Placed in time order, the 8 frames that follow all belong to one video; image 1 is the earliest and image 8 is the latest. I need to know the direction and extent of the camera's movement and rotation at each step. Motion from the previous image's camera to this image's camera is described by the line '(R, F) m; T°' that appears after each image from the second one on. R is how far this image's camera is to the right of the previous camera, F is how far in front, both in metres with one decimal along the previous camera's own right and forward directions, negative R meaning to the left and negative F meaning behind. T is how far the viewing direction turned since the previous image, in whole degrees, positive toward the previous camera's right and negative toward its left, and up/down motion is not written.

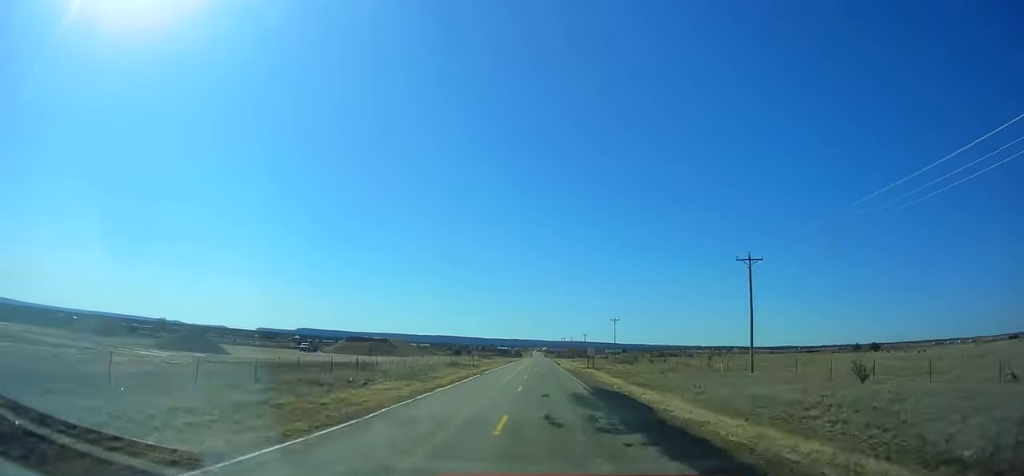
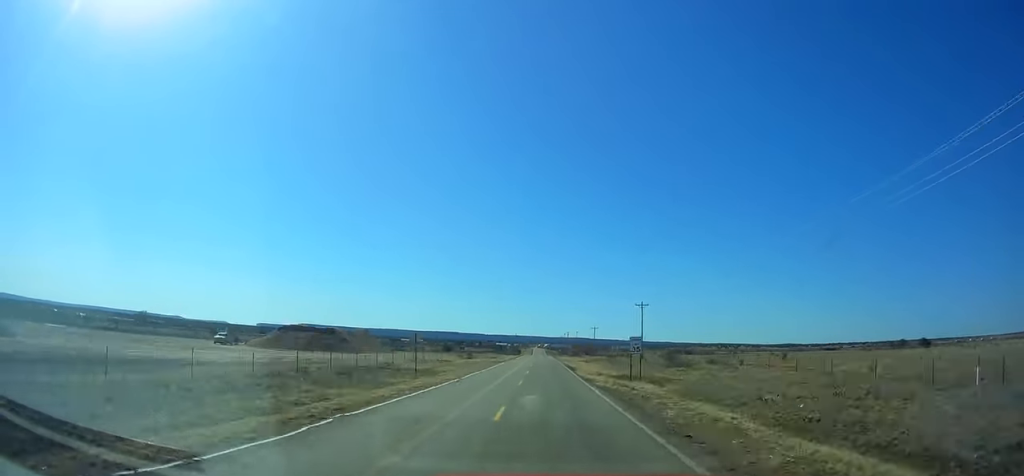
(0.0, +31.9) m; 0°
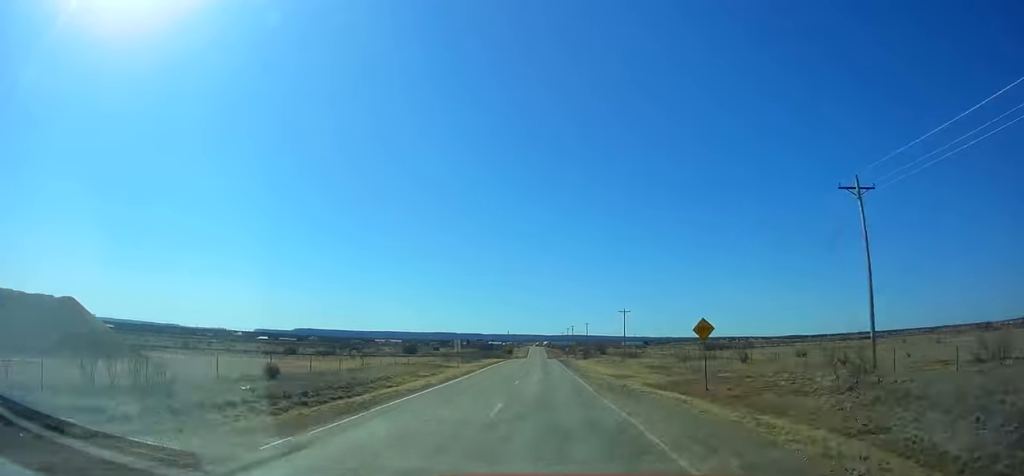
(0.0, +67.6) m; 0°
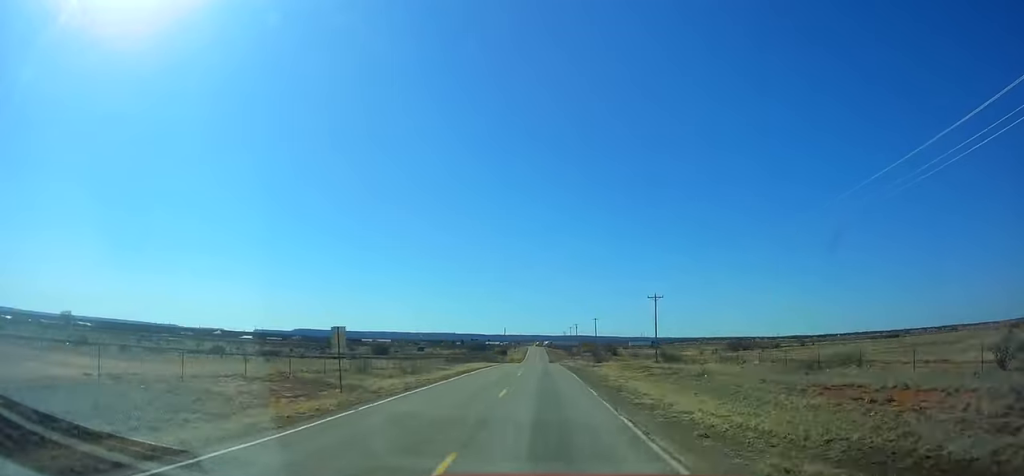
(-0.1, +31.0) m; 0°
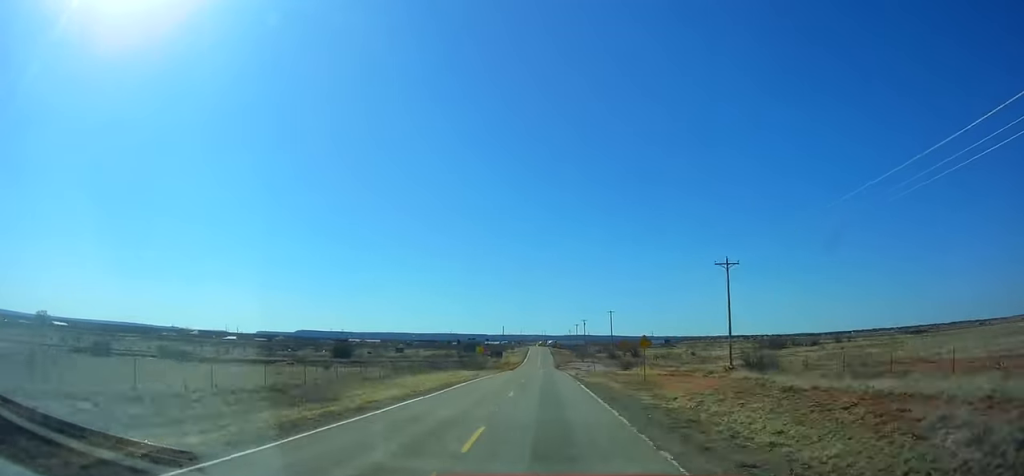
(+0.2, +32.3) m; 0°
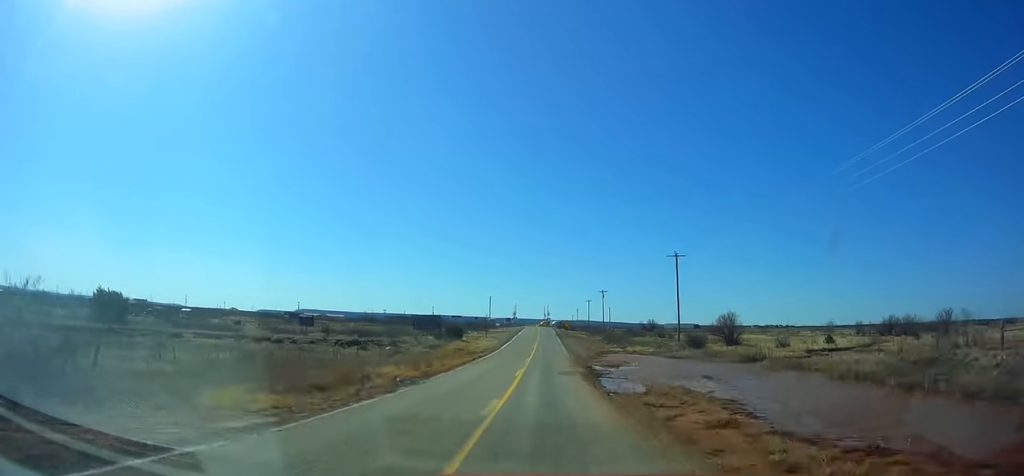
(+0.3, +71.1) m; 0°
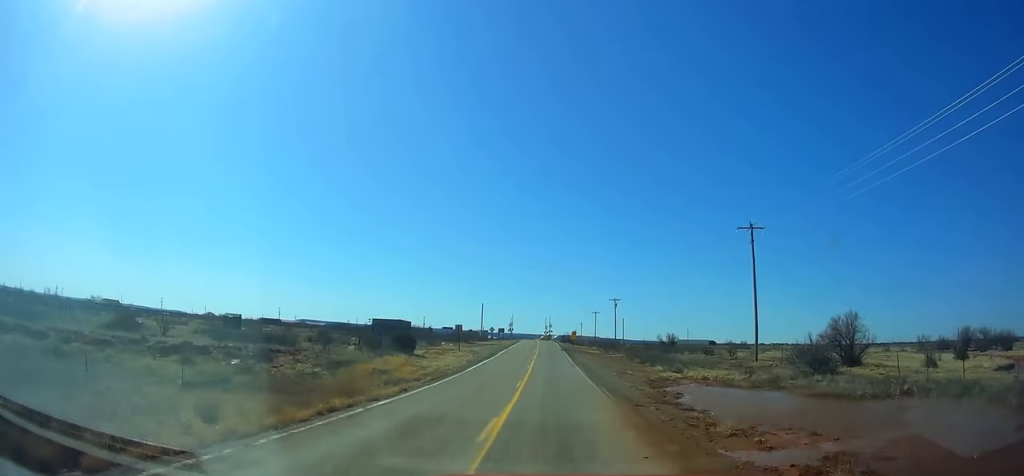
(-0.2, +28.8) m; 0°
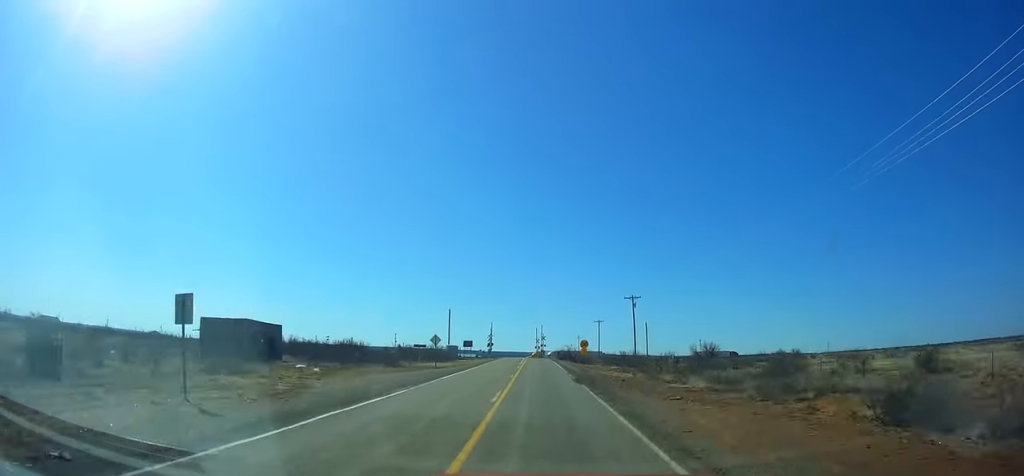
(0.0, +43.0) m; 0°
